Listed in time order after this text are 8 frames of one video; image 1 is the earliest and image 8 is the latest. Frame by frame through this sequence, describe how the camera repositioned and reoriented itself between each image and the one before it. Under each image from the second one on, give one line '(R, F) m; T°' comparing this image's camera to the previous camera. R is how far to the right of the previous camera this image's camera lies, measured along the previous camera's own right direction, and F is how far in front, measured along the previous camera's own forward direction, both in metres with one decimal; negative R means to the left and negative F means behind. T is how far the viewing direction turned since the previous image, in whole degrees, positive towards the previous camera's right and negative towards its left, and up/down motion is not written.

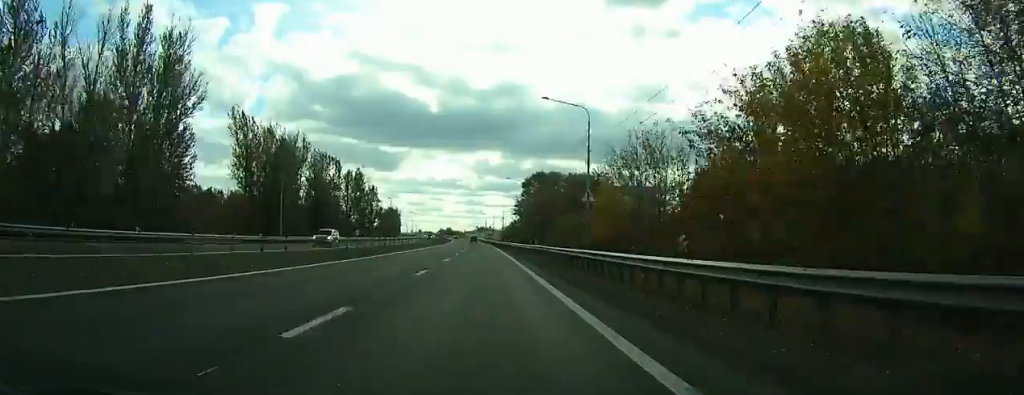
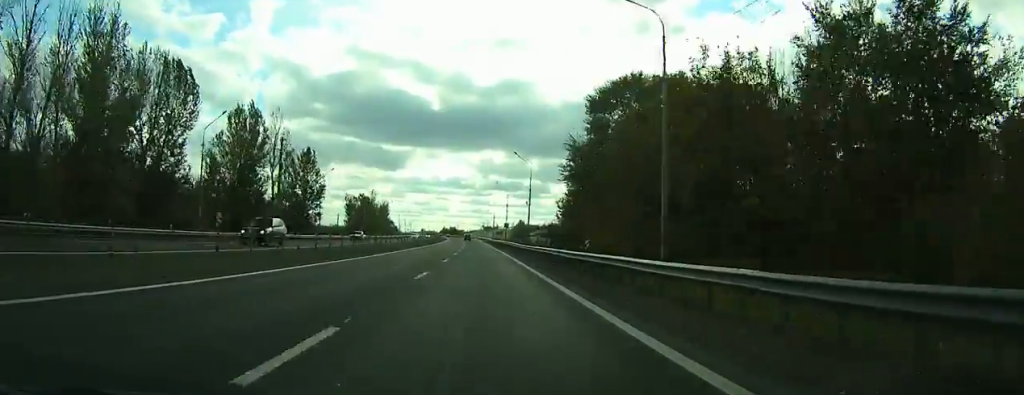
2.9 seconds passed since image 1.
(-0.7, +61.8) m; -1°
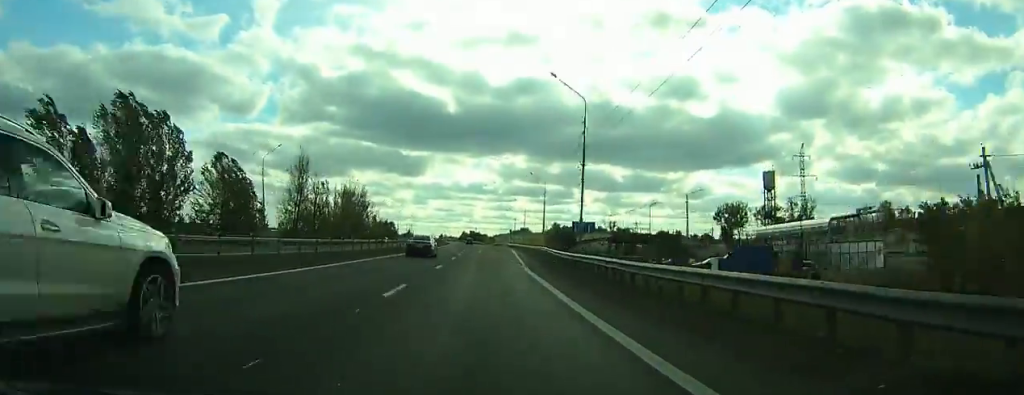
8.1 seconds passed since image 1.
(-2.0, +114.9) m; -2°
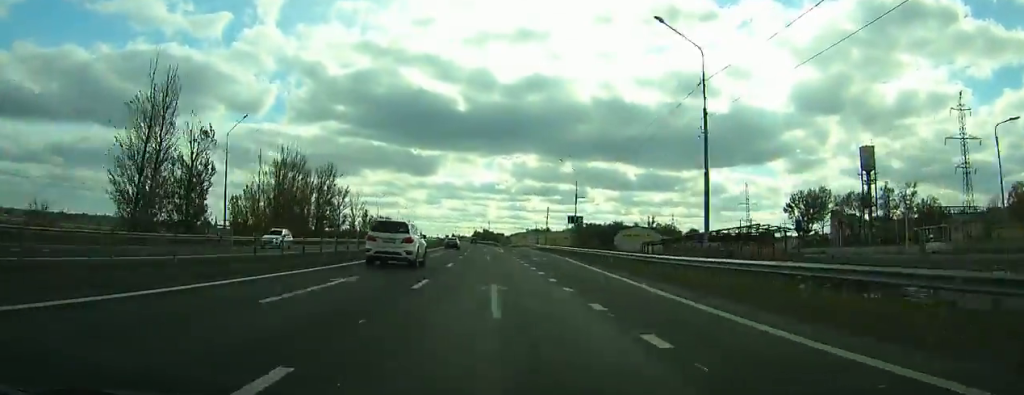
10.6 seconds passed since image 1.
(-0.7, +58.4) m; -1°
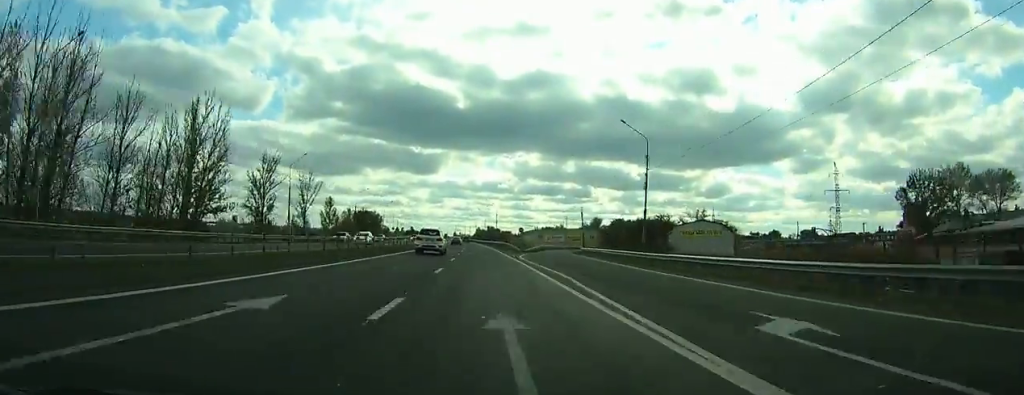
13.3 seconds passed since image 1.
(-0.6, +65.3) m; -1°
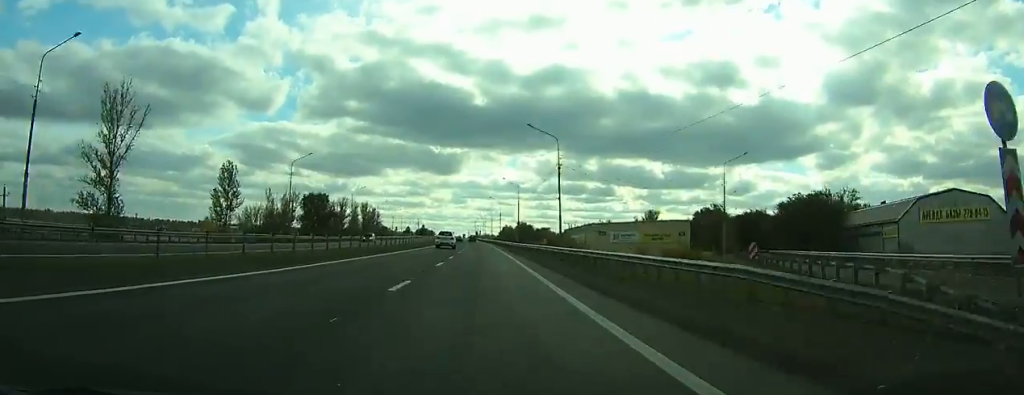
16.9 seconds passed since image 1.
(-0.7, +89.8) m; -1°
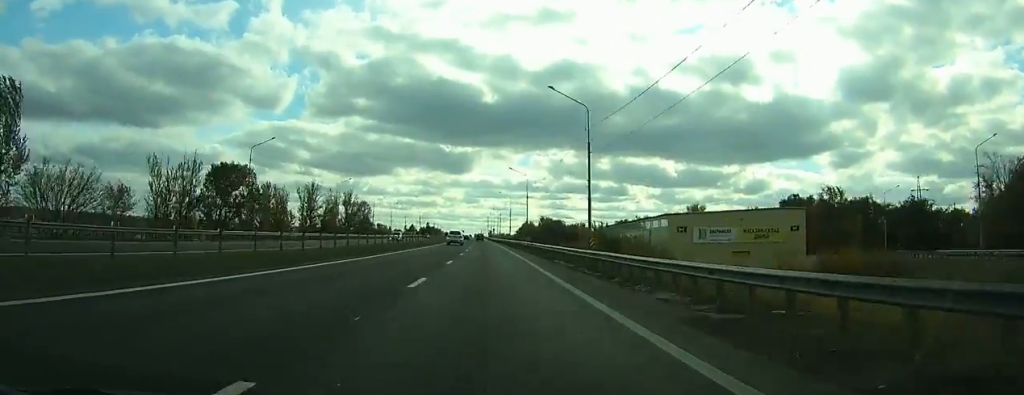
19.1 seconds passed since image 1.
(-0.6, +55.2) m; -1°
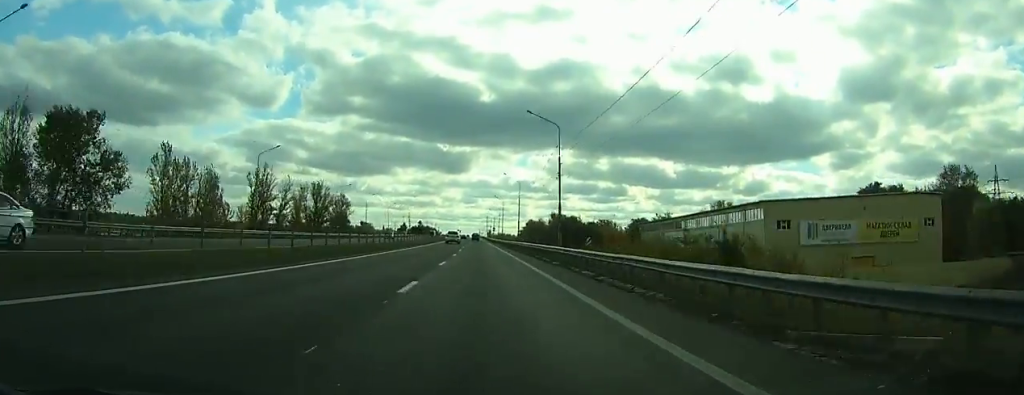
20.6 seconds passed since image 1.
(-0.4, +37.5) m; -1°
